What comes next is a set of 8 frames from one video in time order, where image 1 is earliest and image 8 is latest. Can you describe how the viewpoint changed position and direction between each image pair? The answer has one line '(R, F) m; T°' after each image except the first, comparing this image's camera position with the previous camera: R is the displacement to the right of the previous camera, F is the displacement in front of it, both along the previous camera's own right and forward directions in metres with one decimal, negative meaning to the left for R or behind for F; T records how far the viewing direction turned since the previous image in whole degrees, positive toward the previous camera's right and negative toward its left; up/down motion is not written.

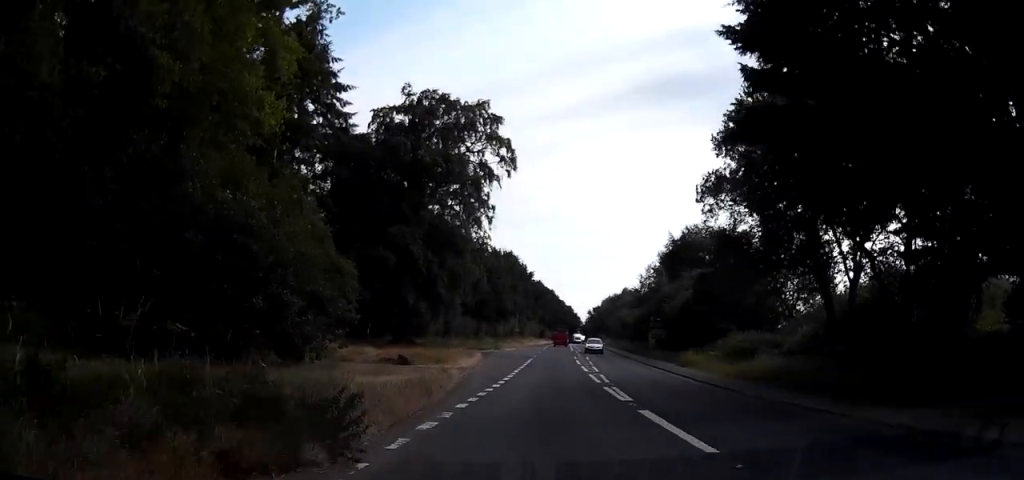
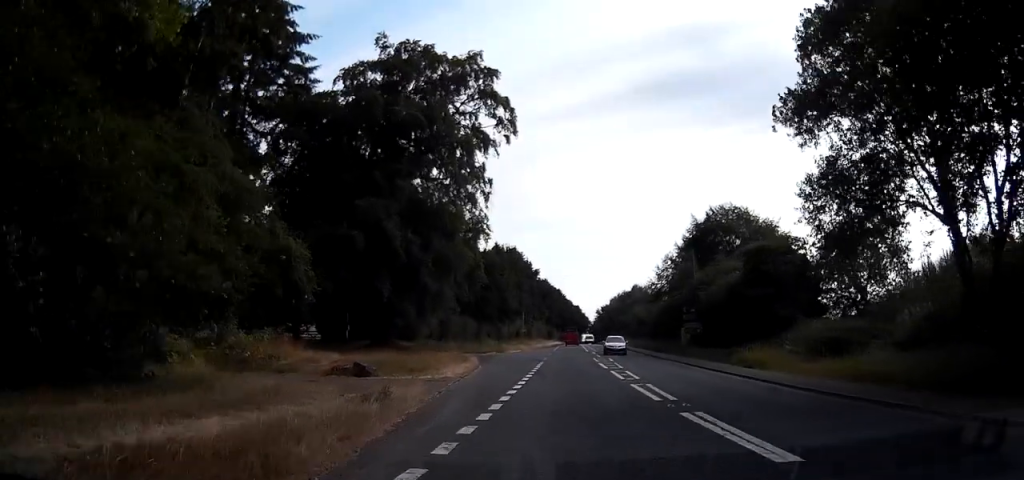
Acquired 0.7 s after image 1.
(0.0, +10.3) m; -2°
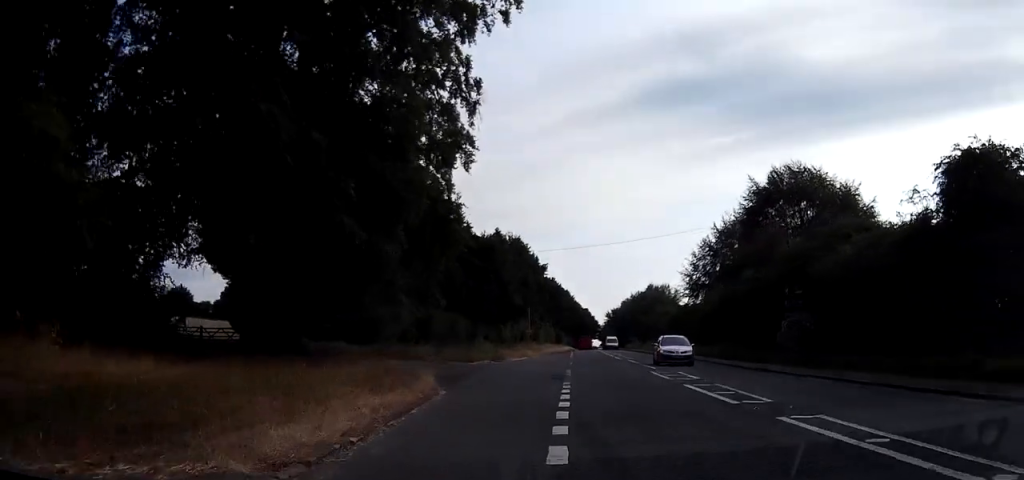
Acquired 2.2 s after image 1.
(-1.3, +19.6) m; -8°
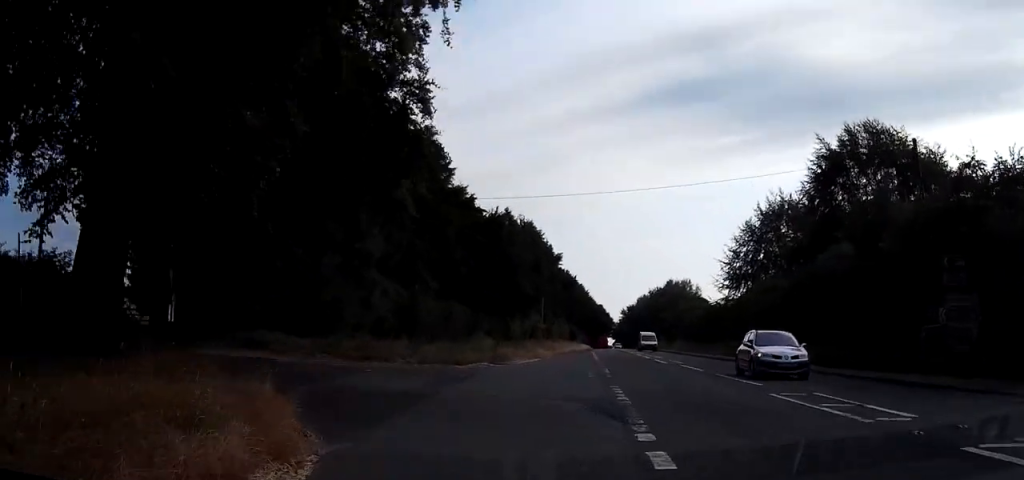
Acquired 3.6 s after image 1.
(-0.6, +13.5) m; -2°
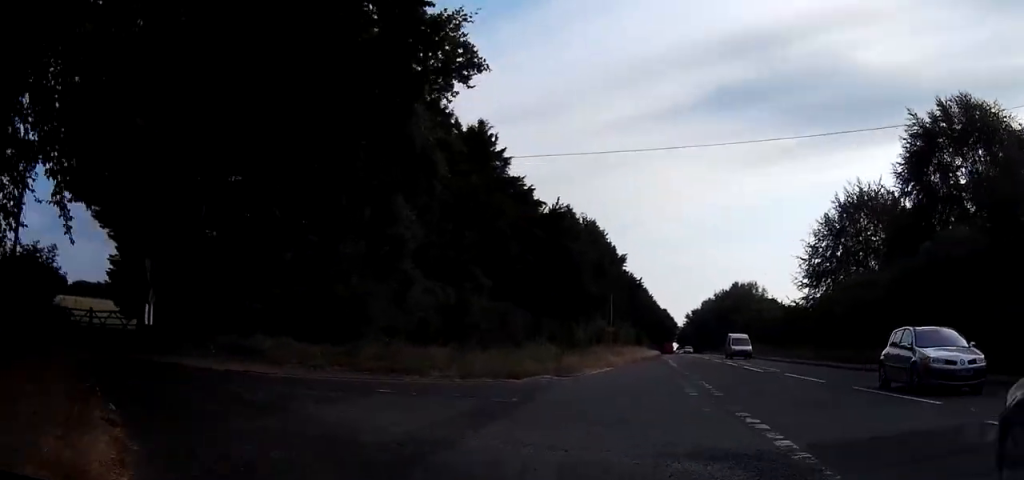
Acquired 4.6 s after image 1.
(-0.1, +6.7) m; -7°
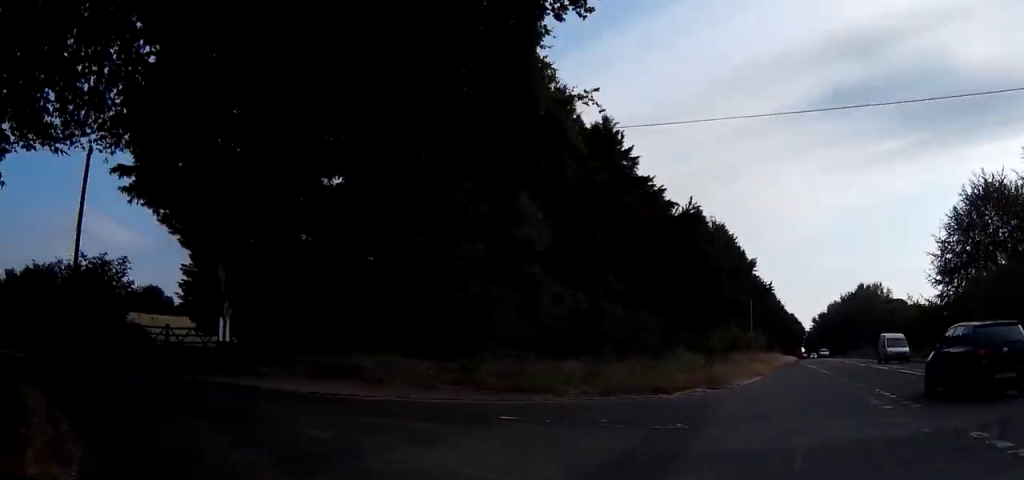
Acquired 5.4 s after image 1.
(-0.3, +3.2) m; -16°
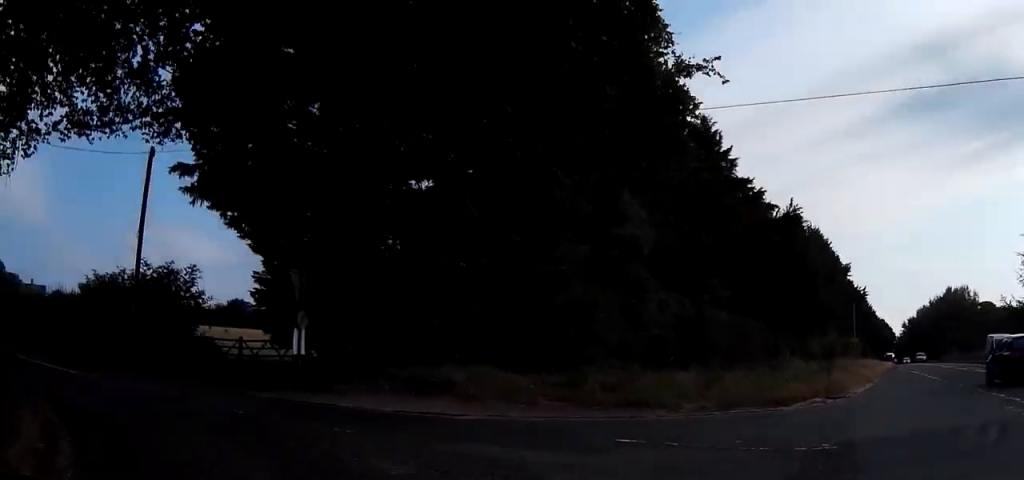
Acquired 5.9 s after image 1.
(0.0, +1.6) m; -13°
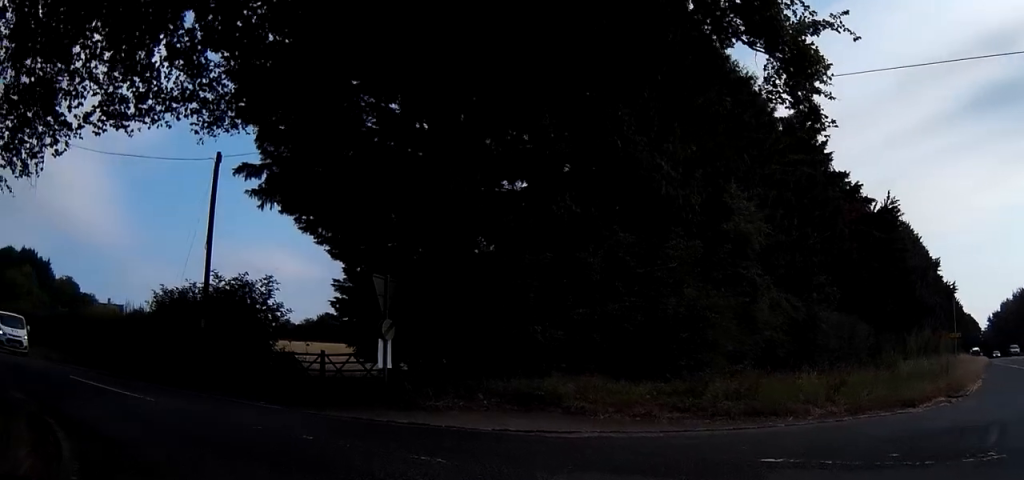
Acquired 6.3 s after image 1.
(-0.3, +1.5) m; -10°
